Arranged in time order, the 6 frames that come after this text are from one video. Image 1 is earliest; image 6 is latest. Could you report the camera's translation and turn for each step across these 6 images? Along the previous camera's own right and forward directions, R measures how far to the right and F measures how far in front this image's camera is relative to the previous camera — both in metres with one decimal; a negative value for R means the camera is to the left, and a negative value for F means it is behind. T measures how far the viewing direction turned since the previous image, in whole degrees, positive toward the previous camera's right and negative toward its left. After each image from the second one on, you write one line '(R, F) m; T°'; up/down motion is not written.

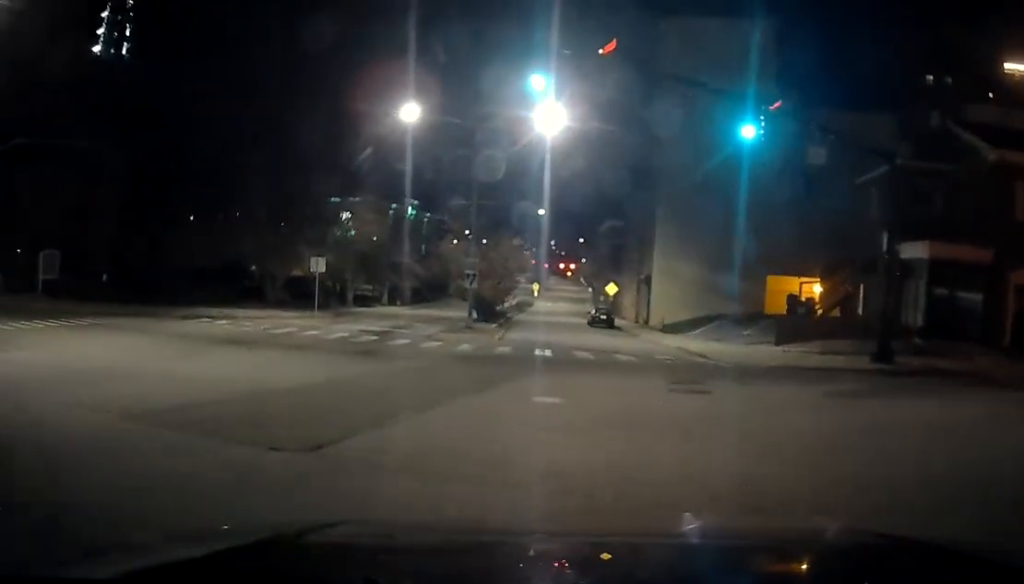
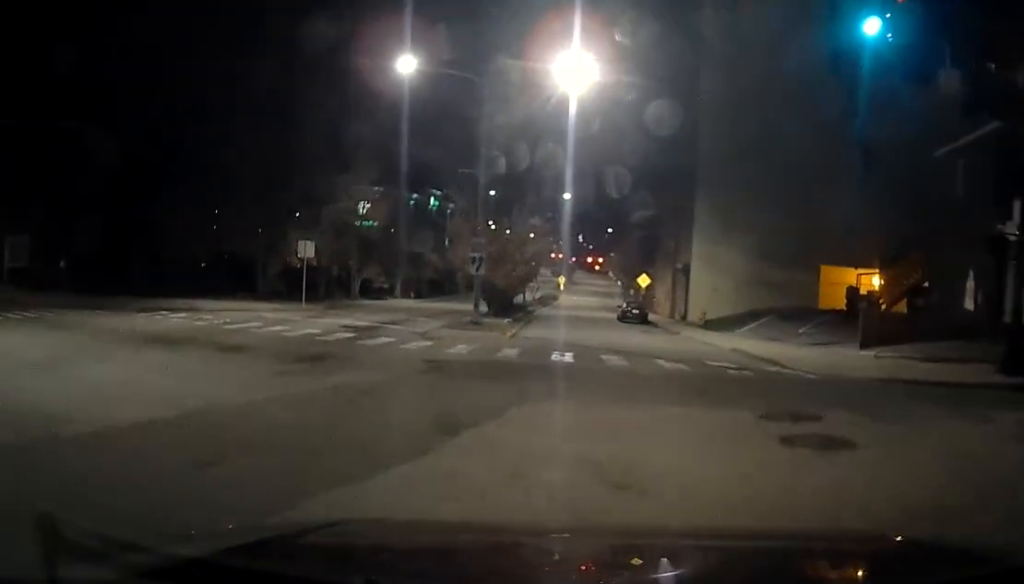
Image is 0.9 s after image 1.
(-0.4, +6.1) m; -2°
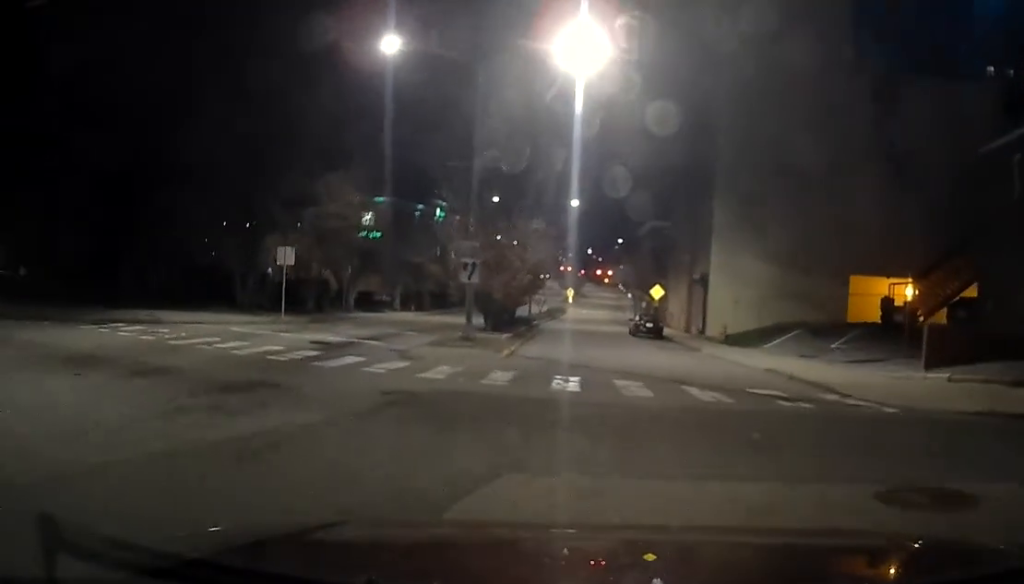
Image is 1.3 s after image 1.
(0.0, +3.6) m; 0°
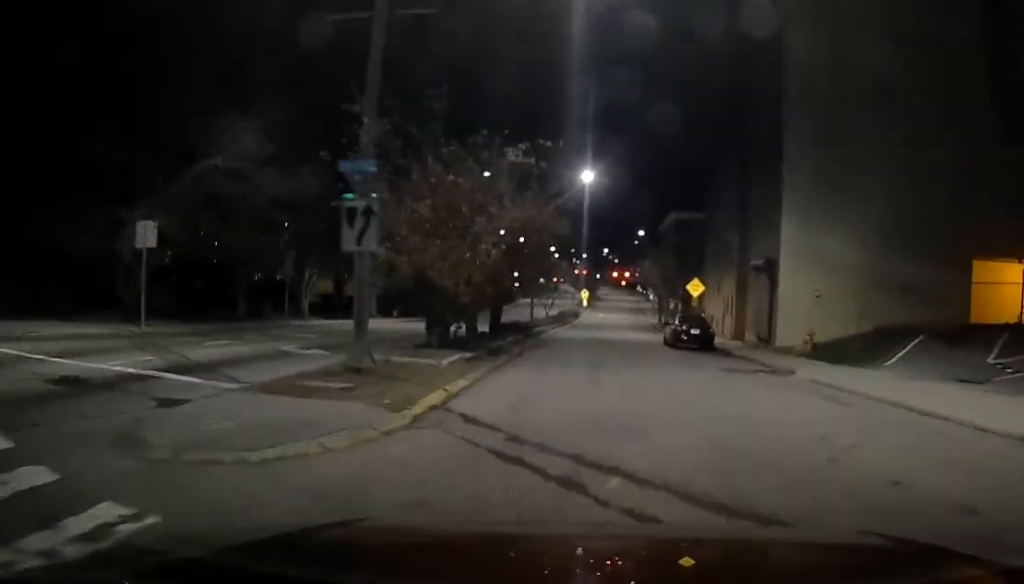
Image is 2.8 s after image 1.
(+0.2, +12.1) m; 0°
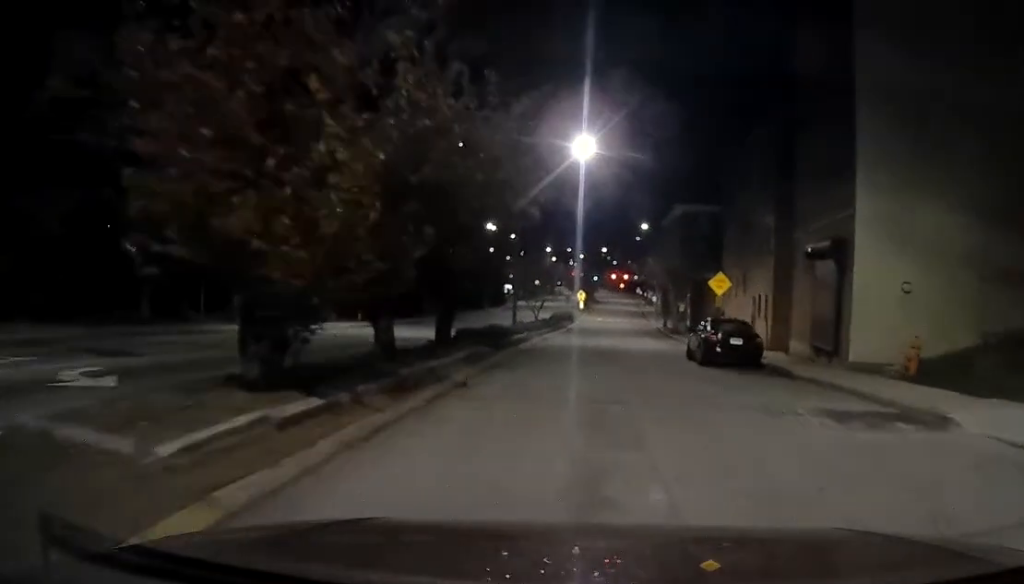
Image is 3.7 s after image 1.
(-0.1, +8.6) m; 0°
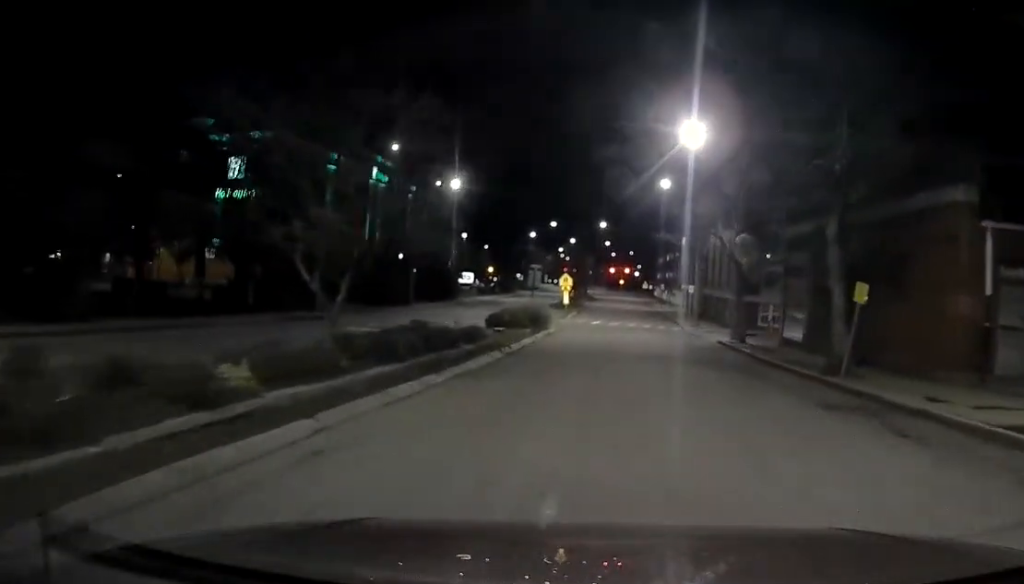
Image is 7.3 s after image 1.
(+0.5, +35.7) m; +2°
